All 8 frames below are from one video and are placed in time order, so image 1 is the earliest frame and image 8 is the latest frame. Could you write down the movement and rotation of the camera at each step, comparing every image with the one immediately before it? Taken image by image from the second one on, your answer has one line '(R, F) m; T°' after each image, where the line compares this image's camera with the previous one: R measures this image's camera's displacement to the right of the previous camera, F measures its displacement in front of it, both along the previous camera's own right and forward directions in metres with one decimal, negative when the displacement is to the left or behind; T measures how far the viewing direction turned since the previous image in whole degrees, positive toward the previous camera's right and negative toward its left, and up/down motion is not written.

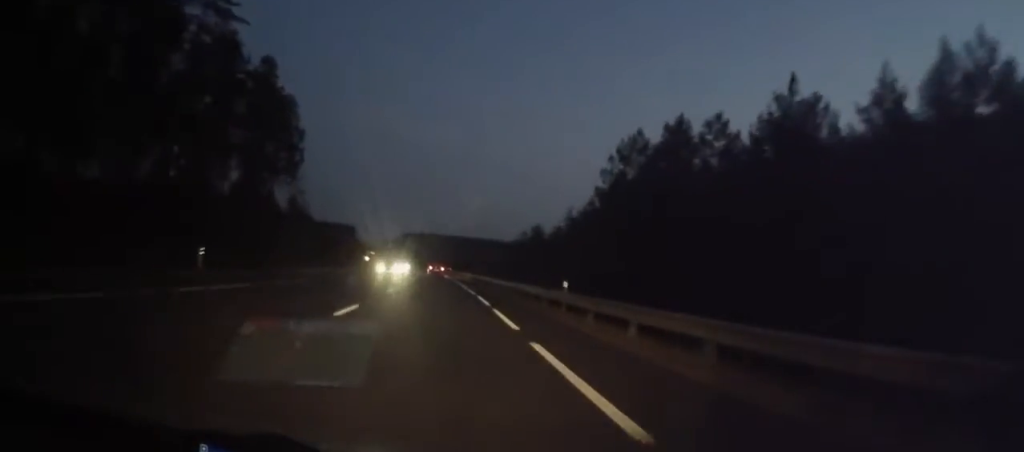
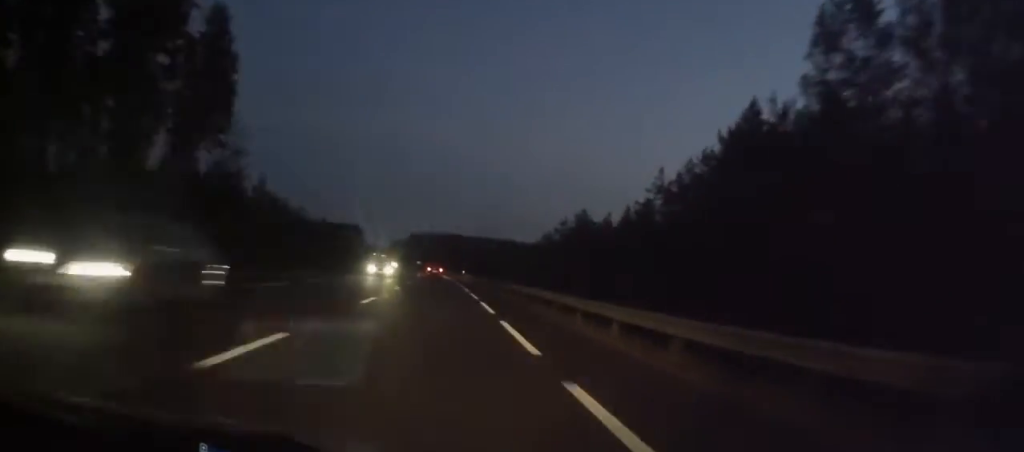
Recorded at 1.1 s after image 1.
(-0.5, +31.3) m; -1°
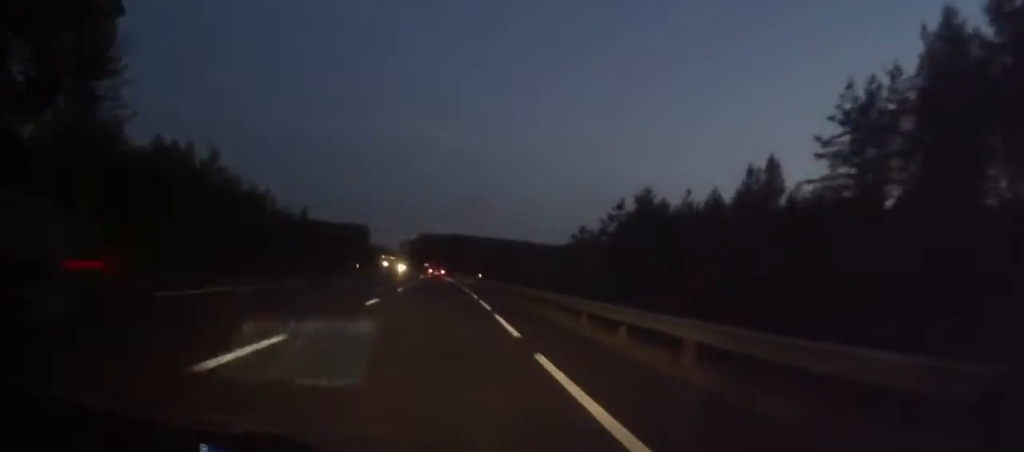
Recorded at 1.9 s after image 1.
(-0.1, +24.2) m; -1°
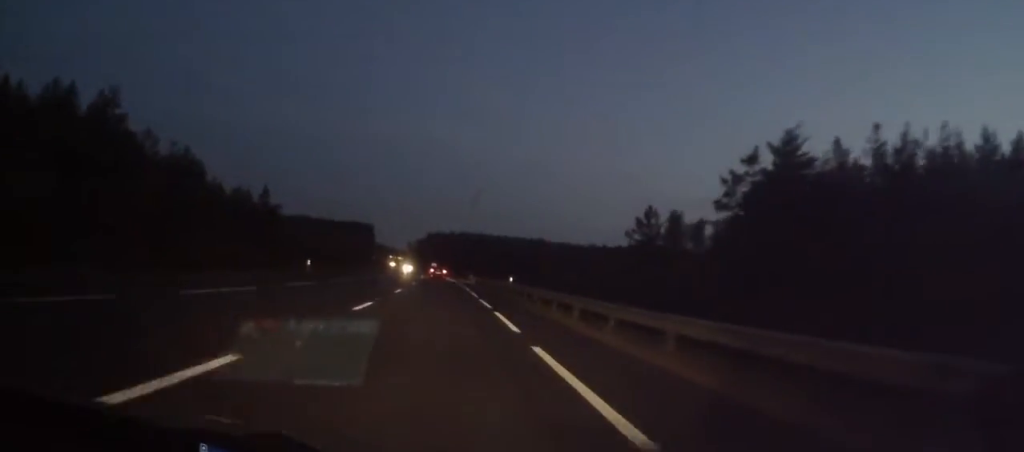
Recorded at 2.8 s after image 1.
(-0.3, +26.0) m; -1°
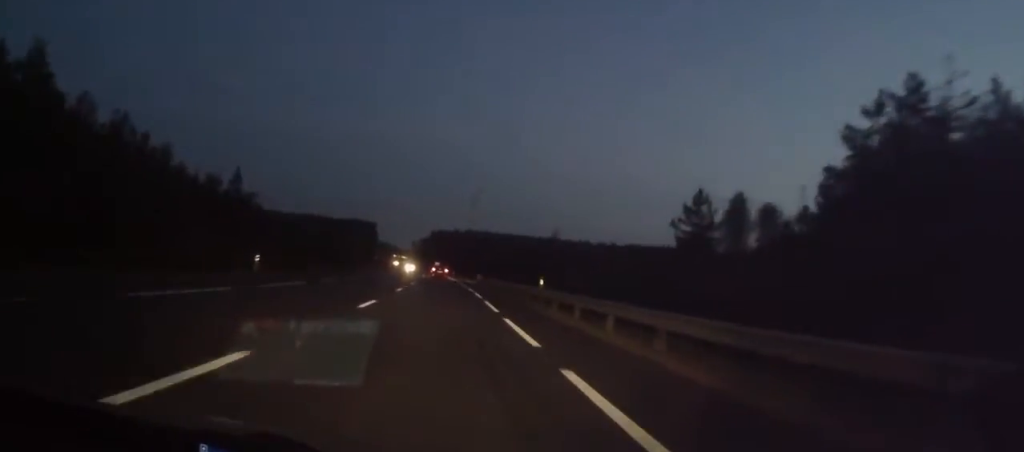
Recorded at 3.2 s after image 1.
(0.0, +11.6) m; -1°
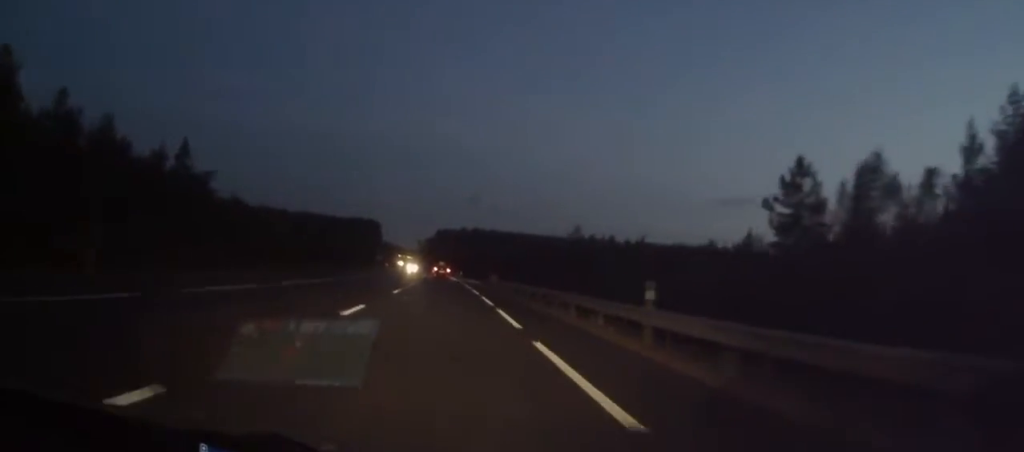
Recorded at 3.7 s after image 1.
(-0.1, +14.5) m; -1°
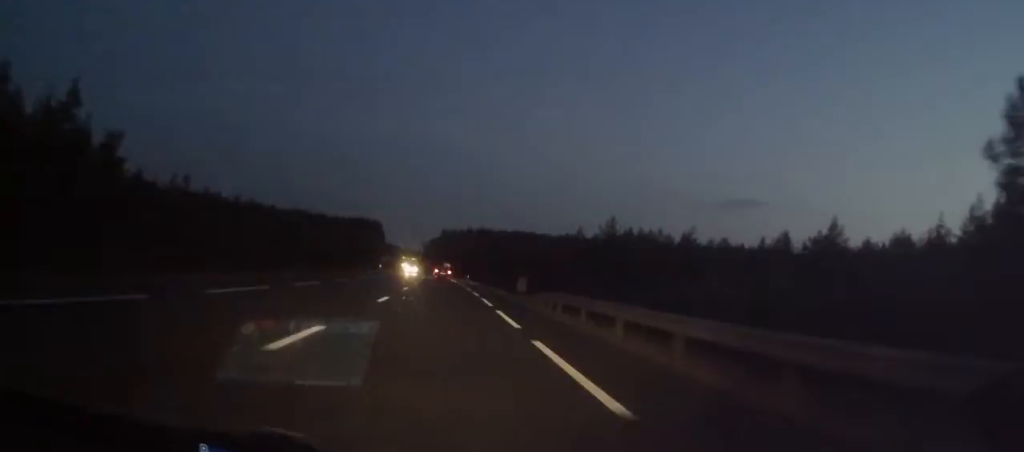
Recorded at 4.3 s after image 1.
(-0.1, +17.5) m; -1°
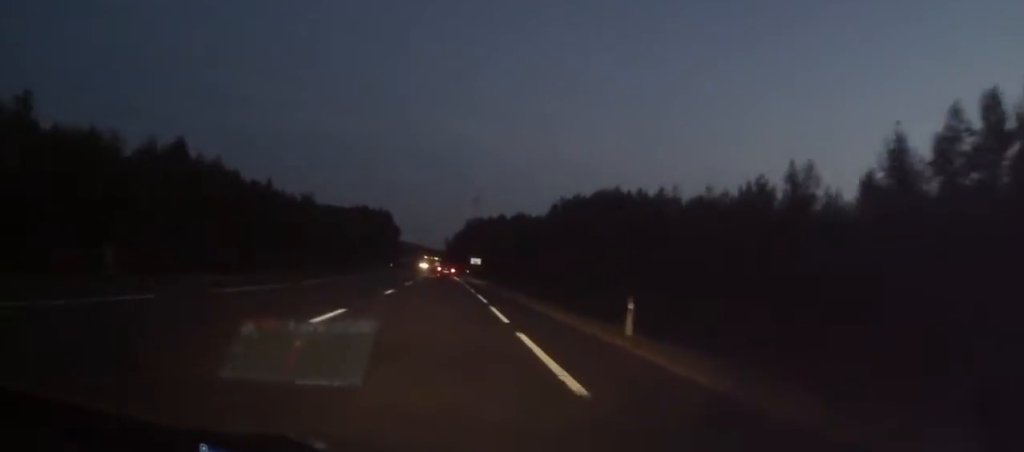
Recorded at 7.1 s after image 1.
(-2.4, +80.8) m; -2°
